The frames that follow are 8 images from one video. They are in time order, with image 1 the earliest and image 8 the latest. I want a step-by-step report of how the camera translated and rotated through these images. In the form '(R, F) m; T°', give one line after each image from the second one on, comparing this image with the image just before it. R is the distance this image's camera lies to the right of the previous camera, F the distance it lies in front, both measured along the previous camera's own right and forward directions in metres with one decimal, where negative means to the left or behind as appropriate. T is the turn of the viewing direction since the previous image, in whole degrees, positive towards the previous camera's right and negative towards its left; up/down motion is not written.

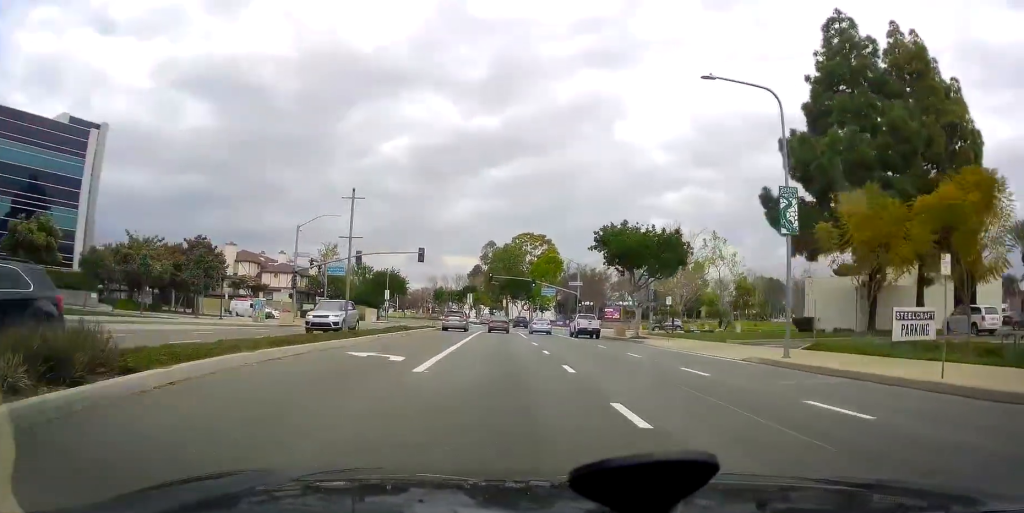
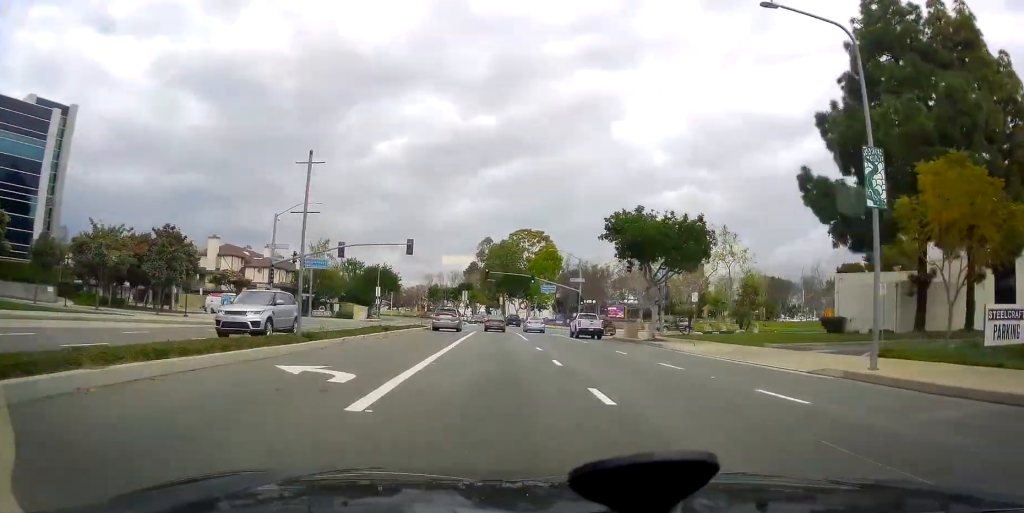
(0.0, +5.5) m; 0°
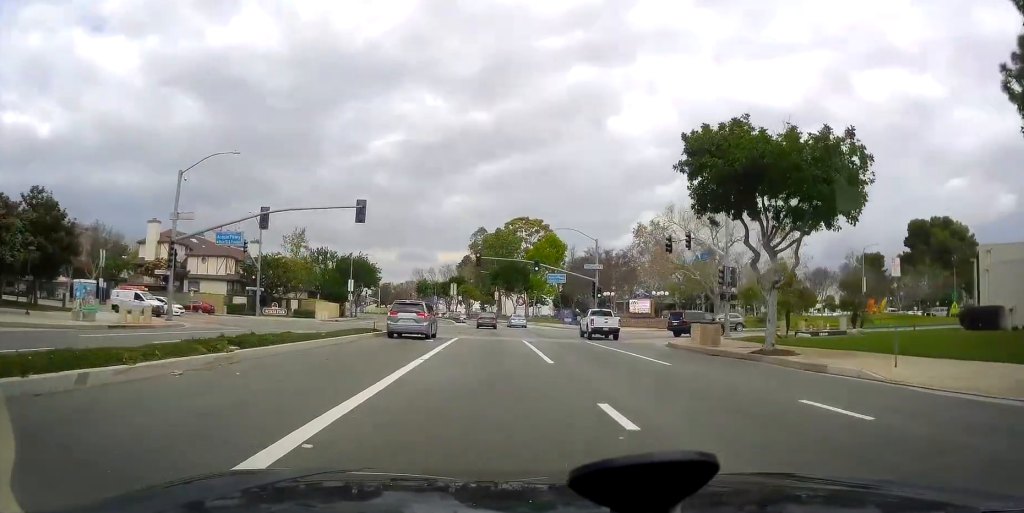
(0.0, +16.9) m; 0°
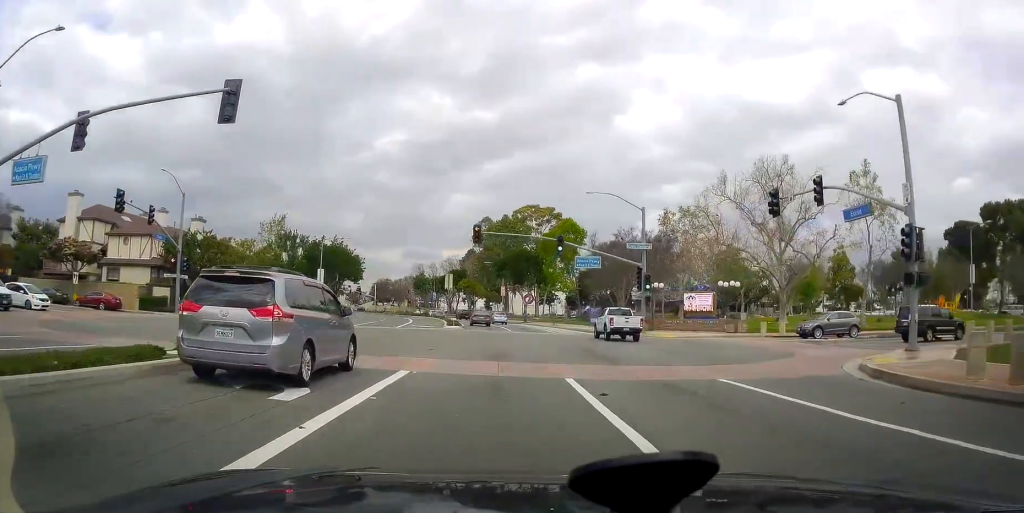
(0.0, +18.7) m; 0°
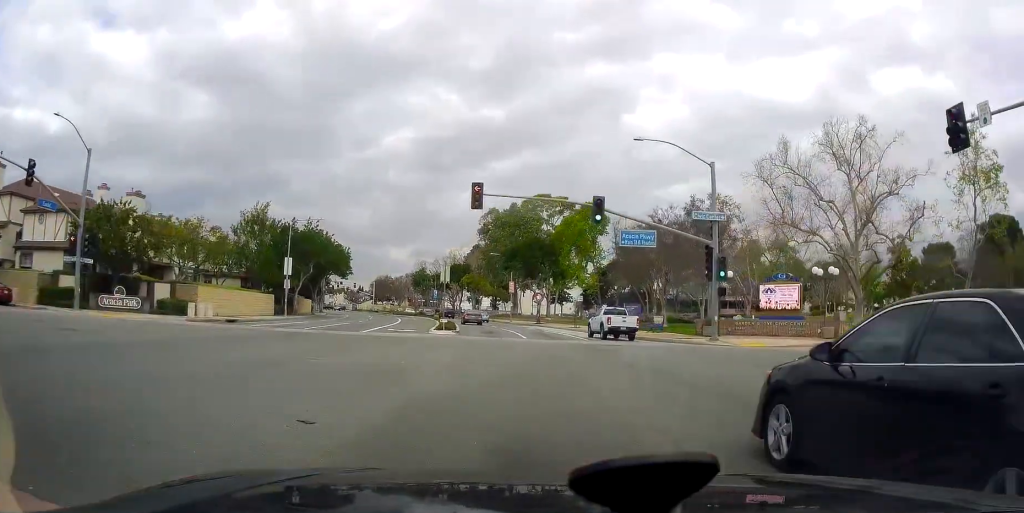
(0.0, +14.2) m; 0°
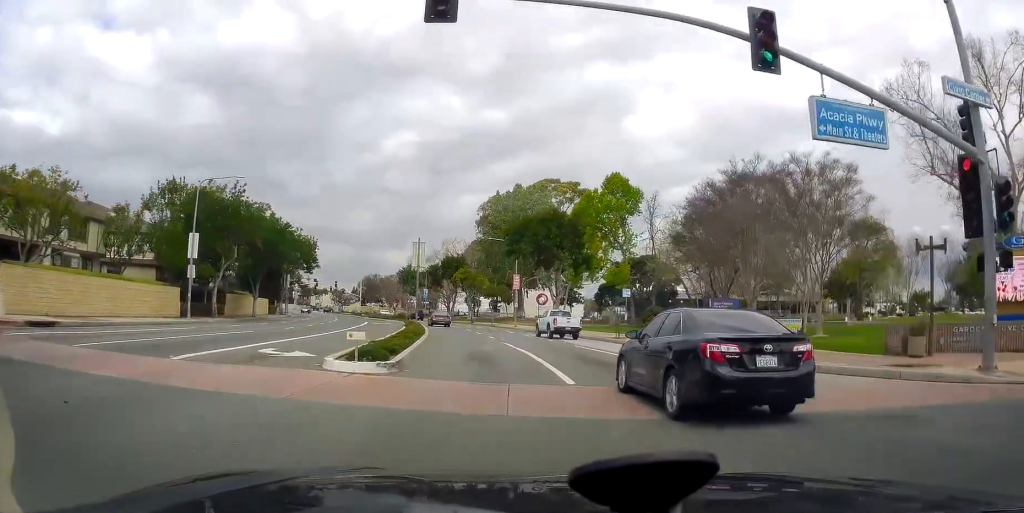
(-1.0, +19.7) m; -4°
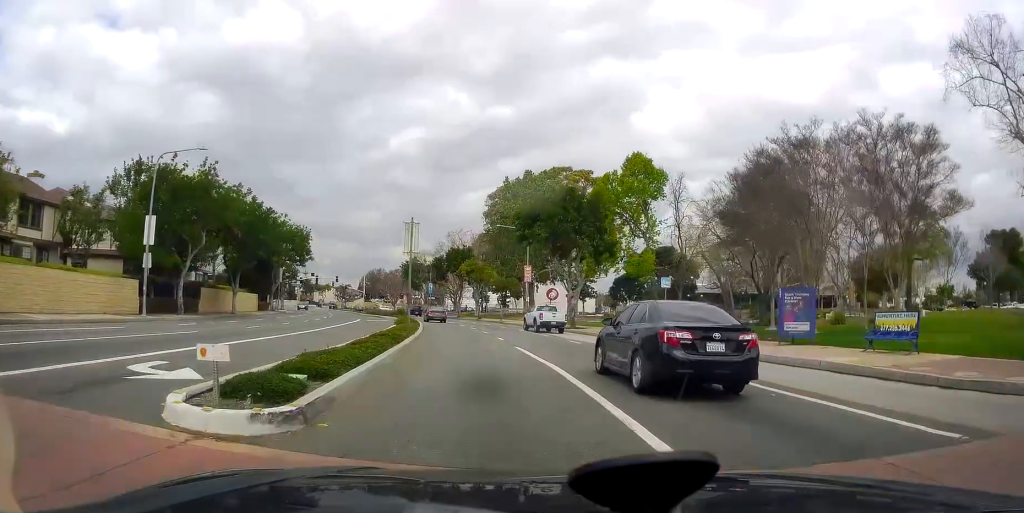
(-0.4, +6.5) m; 0°
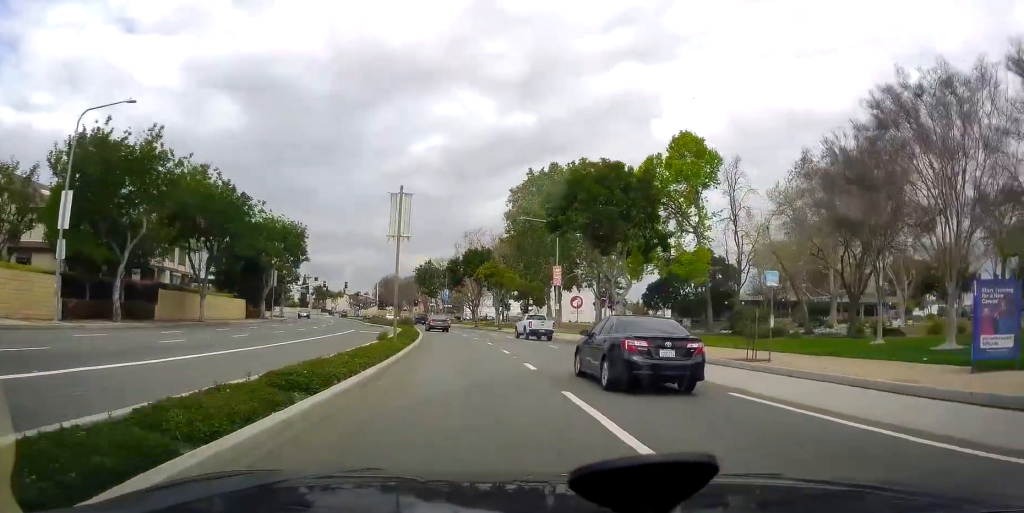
(+0.7, +9.5) m; +2°
